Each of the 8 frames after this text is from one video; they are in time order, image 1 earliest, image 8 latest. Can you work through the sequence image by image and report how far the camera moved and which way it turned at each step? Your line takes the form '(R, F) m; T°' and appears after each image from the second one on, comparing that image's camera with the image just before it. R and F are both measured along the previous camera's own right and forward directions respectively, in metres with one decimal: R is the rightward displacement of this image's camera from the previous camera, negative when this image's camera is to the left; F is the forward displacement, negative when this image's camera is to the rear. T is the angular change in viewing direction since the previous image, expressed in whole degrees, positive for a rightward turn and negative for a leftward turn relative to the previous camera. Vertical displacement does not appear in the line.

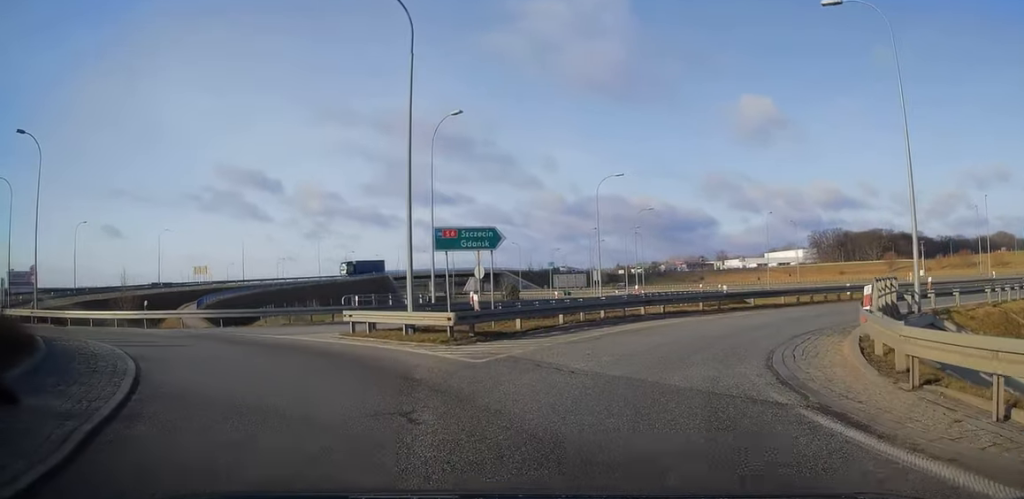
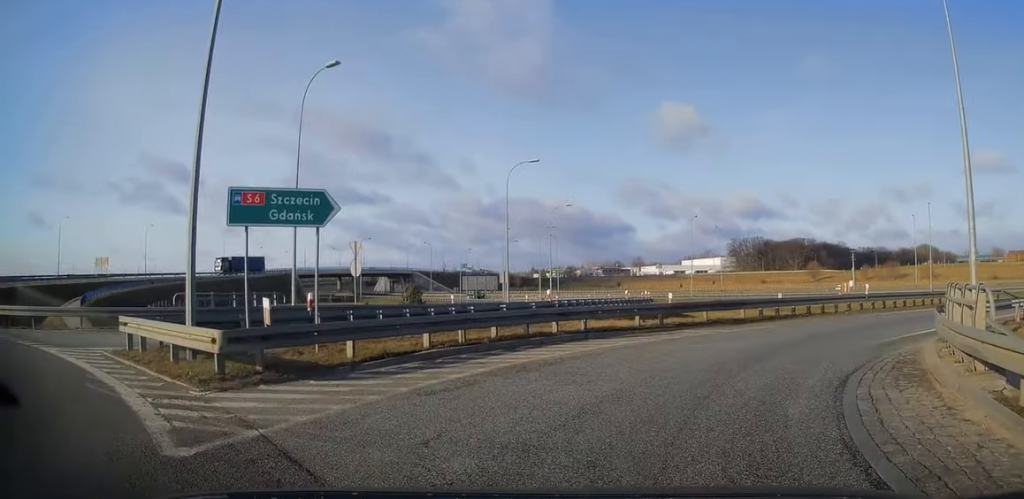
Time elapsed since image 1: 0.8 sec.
(0.0, +7.0) m; +7°
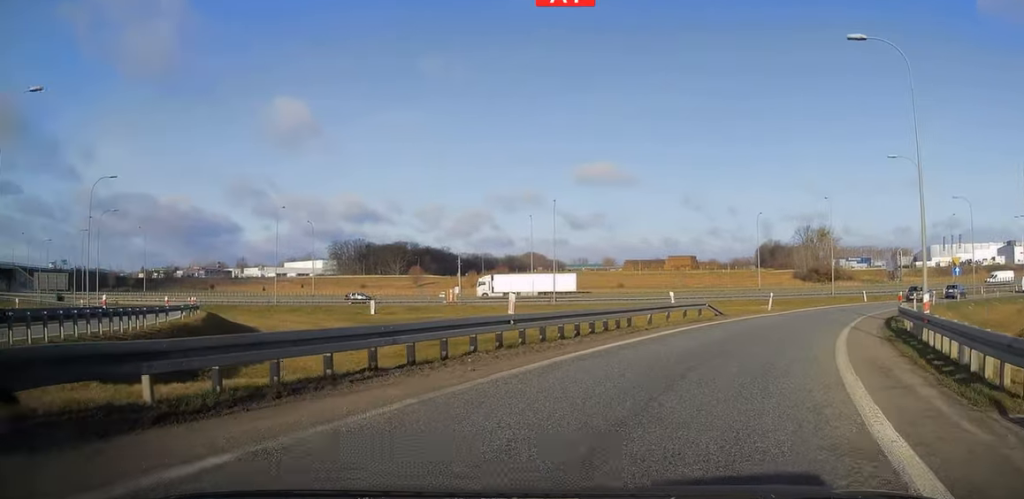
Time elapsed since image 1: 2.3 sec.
(+3.8, +14.7) m; +30°
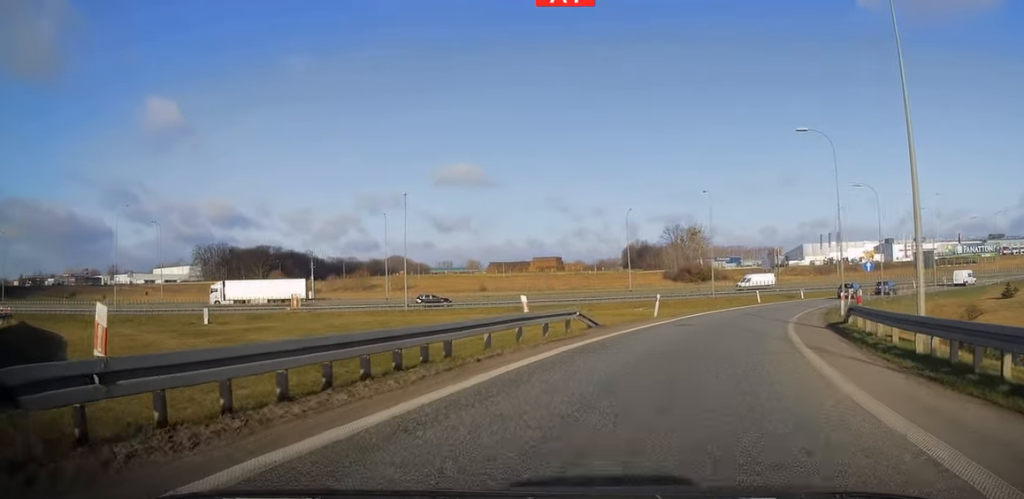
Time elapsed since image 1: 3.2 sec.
(+1.2, +8.2) m; +13°
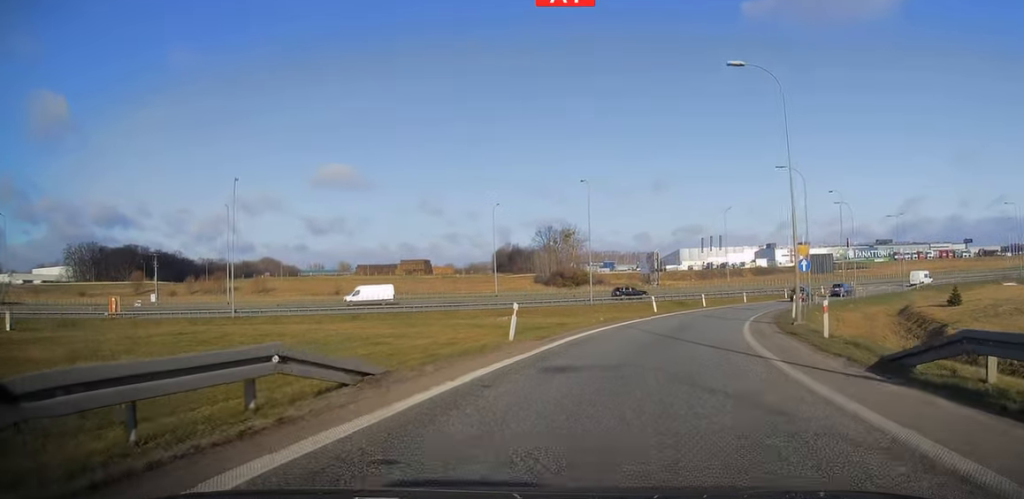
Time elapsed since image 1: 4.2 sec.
(+1.5, +12.6) m; +8°
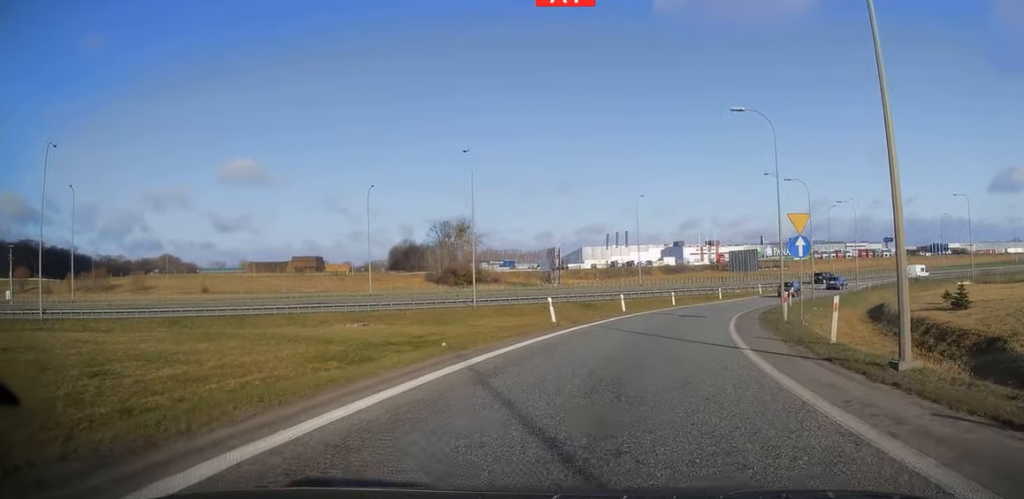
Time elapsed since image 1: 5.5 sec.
(+0.5, +15.4) m; +6°
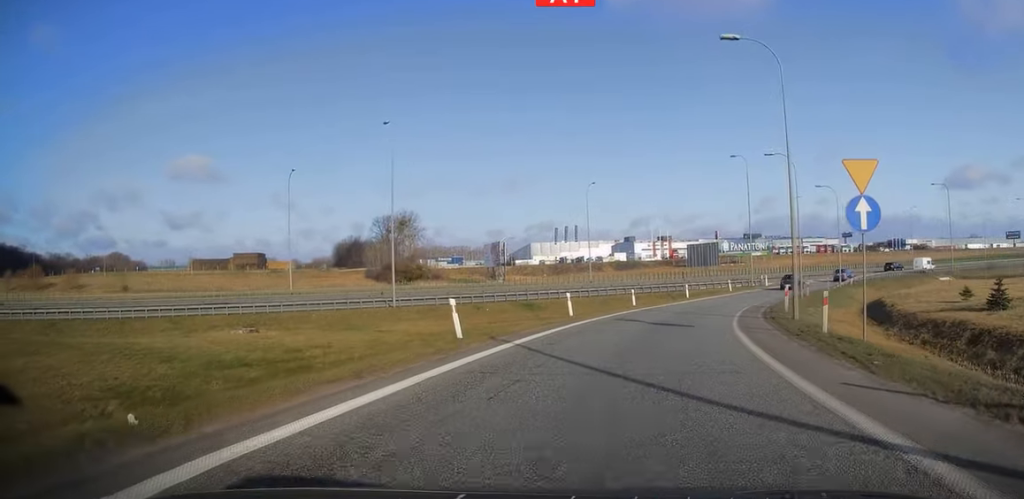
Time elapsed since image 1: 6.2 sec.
(+0.4, +9.4) m; +5°
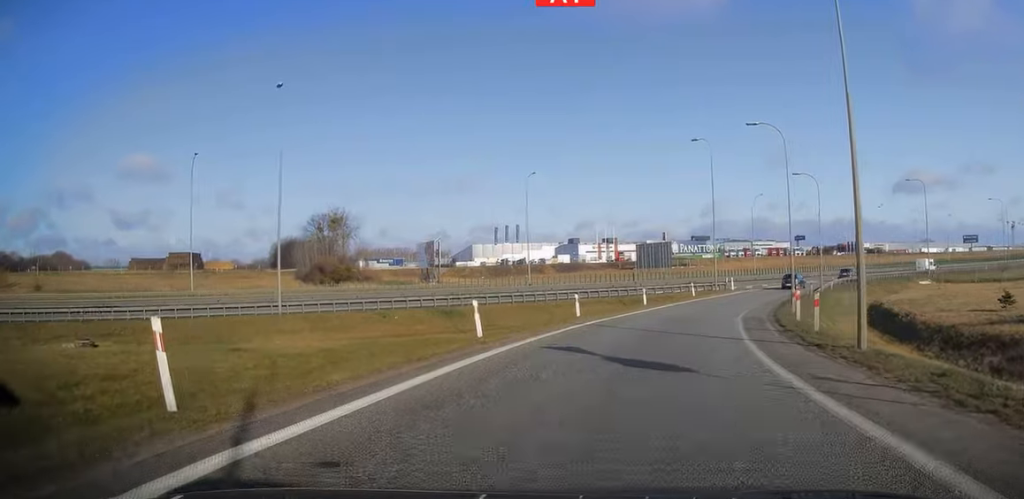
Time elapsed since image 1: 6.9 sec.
(+0.6, +10.1) m; +5°
